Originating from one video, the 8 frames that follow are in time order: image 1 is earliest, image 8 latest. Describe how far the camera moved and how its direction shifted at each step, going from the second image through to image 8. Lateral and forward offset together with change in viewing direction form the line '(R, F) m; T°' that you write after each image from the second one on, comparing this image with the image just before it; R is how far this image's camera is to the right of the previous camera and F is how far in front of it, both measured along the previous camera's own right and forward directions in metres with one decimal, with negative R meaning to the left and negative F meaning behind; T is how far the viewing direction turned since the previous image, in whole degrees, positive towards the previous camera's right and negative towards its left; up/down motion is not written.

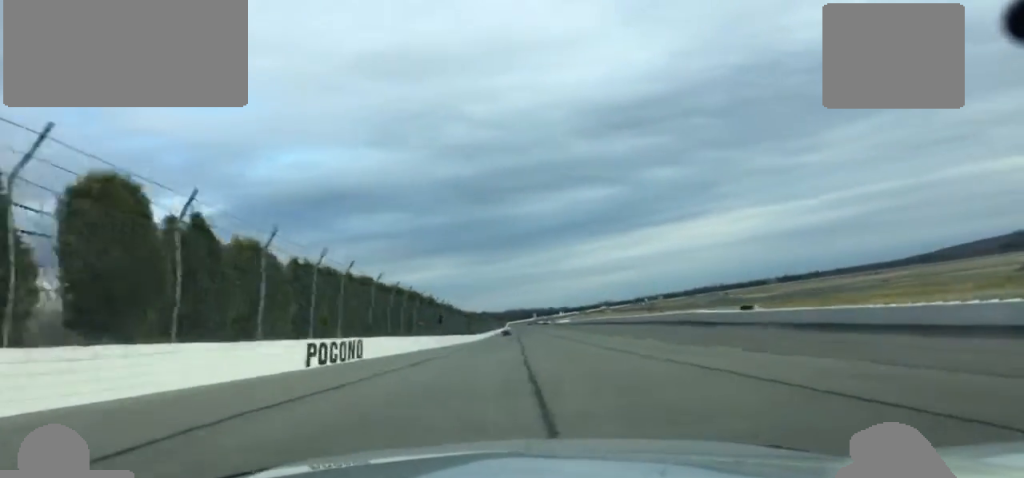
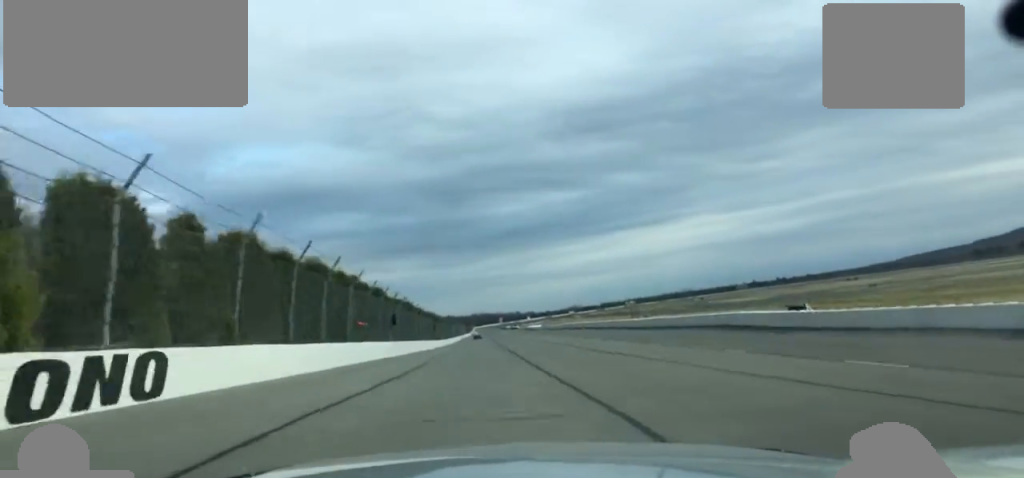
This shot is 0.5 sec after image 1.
(+0.9, +26.5) m; +2°
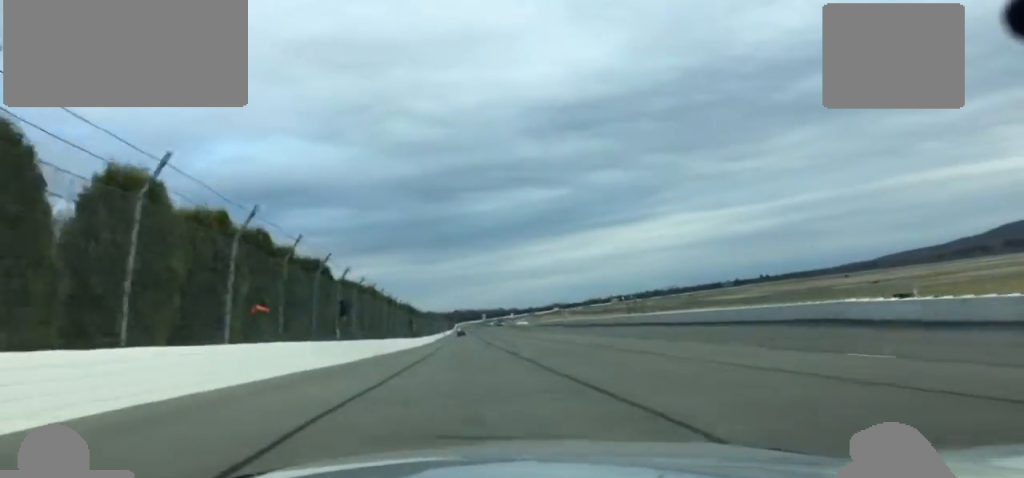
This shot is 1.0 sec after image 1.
(+0.5, +23.5) m; +1°
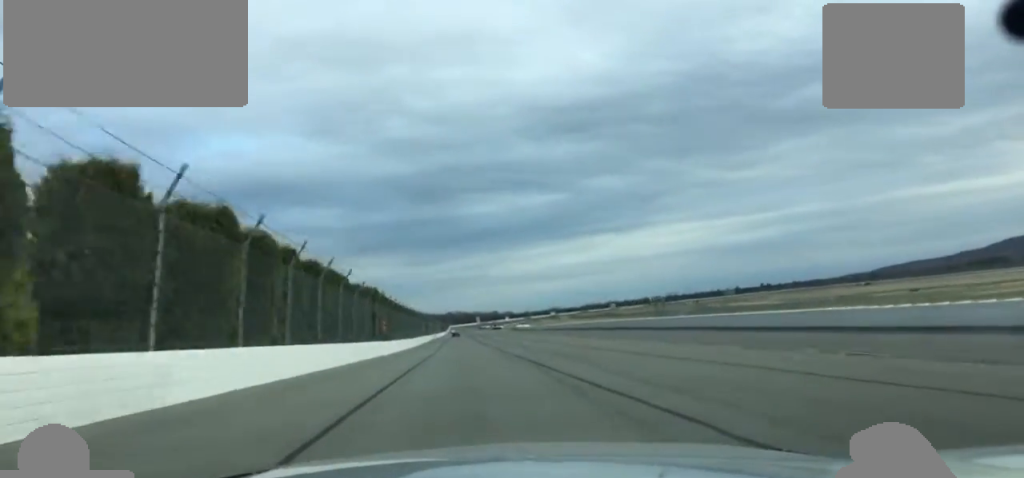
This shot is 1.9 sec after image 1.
(+0.8, +45.0) m; +1°
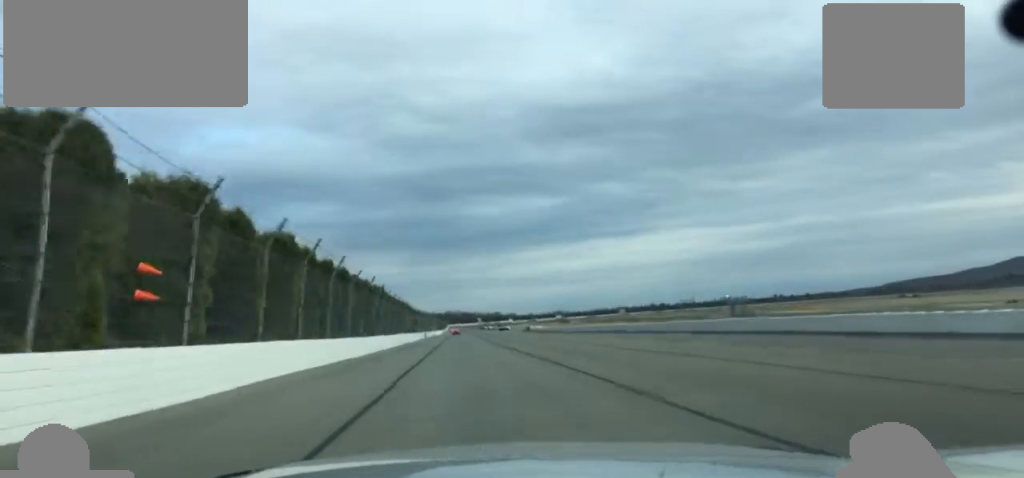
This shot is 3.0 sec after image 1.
(+0.2, +59.1) m; 0°
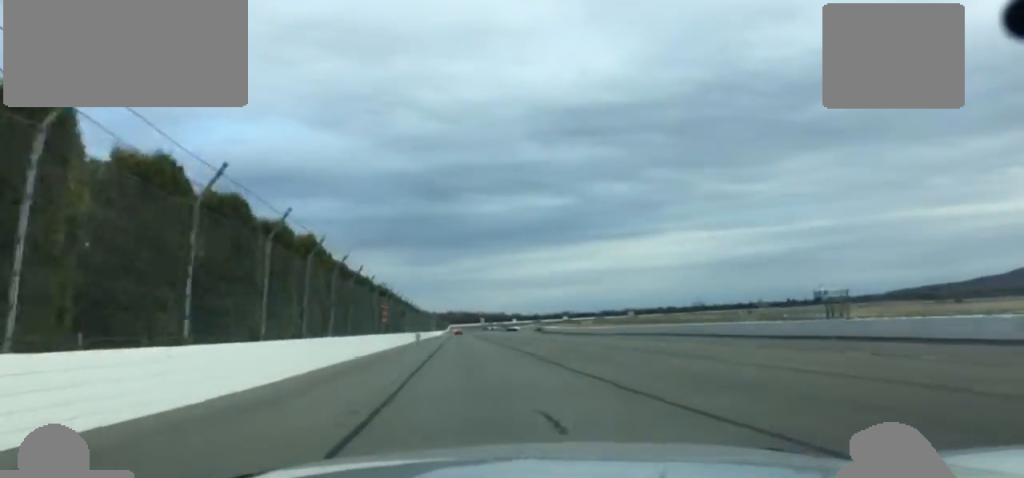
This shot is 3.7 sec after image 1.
(0.0, +39.0) m; 0°
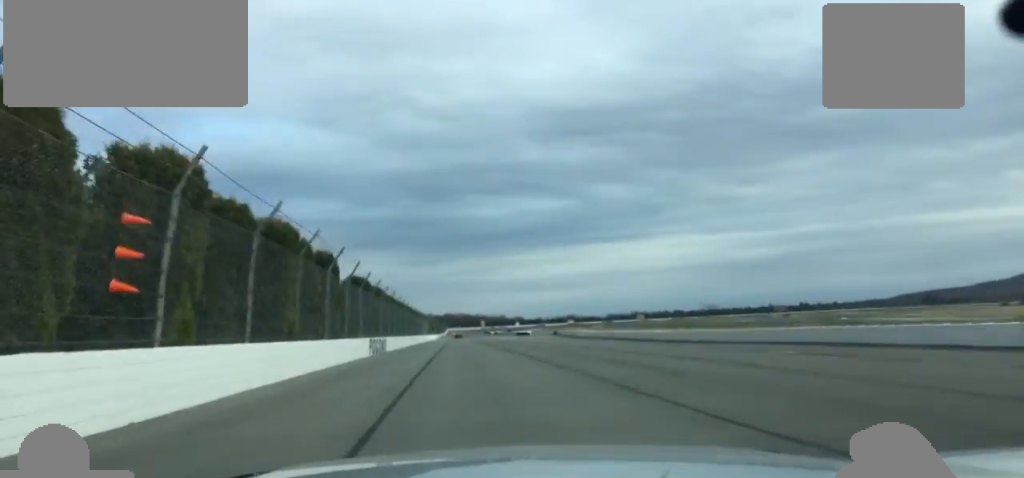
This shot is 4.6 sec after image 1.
(0.0, +55.5) m; 0°
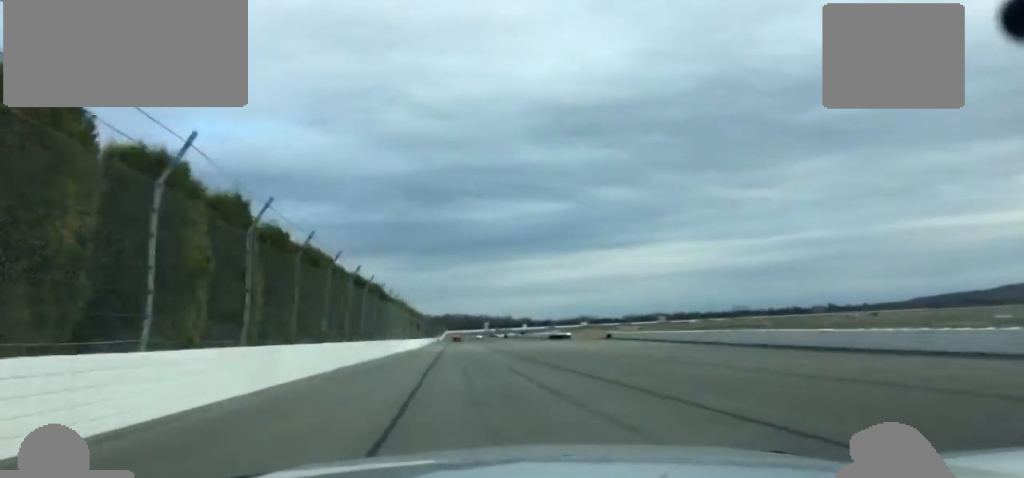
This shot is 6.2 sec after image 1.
(+0.5, +93.0) m; 0°
